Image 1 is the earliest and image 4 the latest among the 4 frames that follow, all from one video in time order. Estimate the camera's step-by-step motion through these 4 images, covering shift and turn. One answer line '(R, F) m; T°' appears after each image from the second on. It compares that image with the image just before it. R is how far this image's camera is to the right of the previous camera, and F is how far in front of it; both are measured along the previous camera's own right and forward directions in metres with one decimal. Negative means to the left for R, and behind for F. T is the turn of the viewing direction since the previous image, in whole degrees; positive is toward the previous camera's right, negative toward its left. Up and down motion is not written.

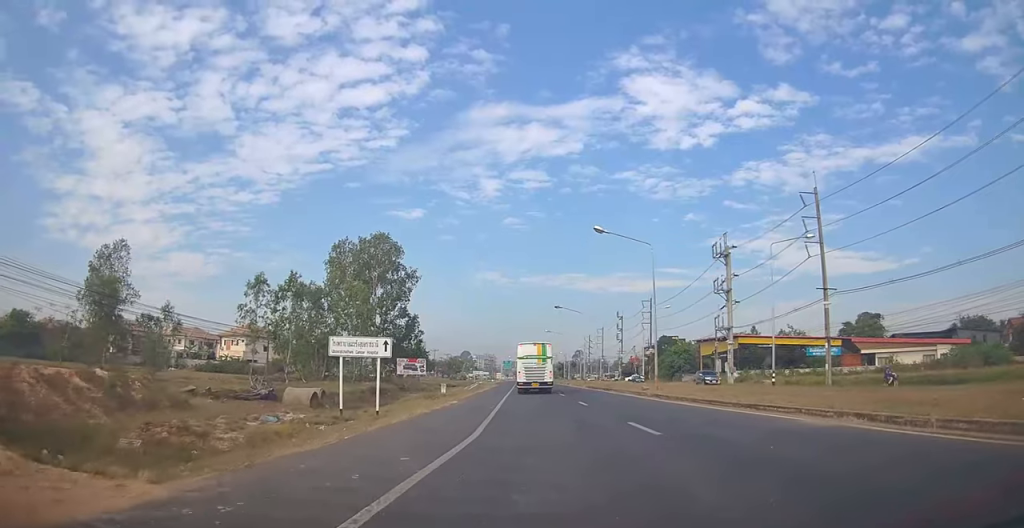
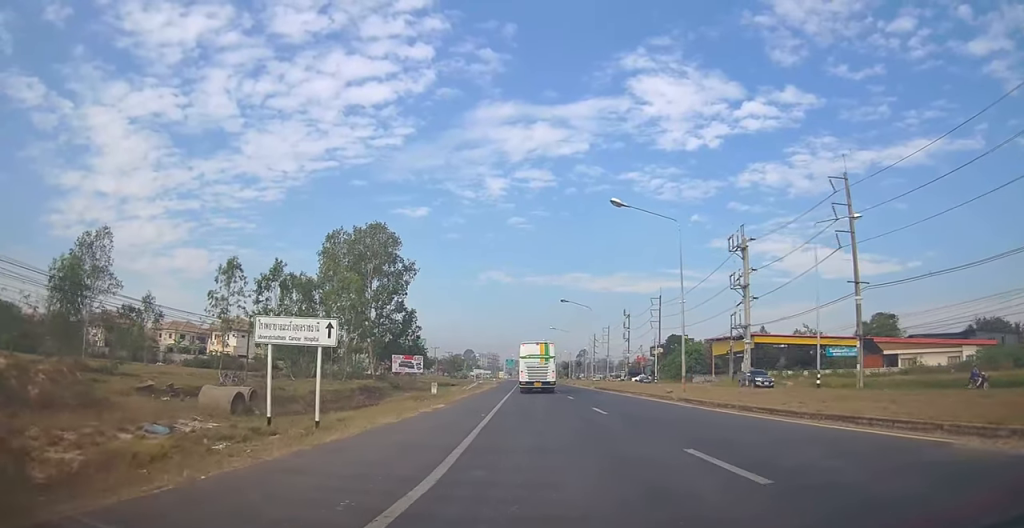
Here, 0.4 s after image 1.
(0.0, +5.7) m; 0°
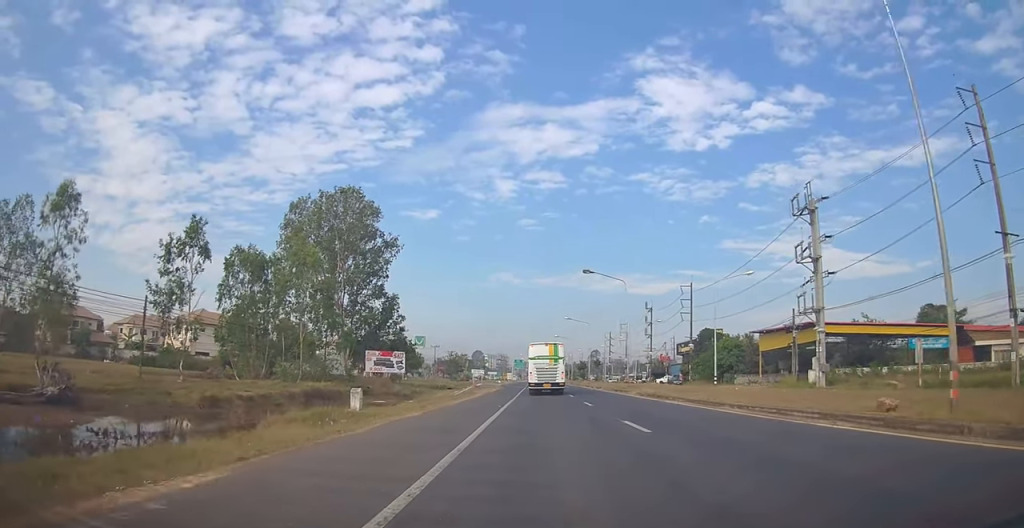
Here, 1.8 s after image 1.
(0.0, +19.2) m; -1°
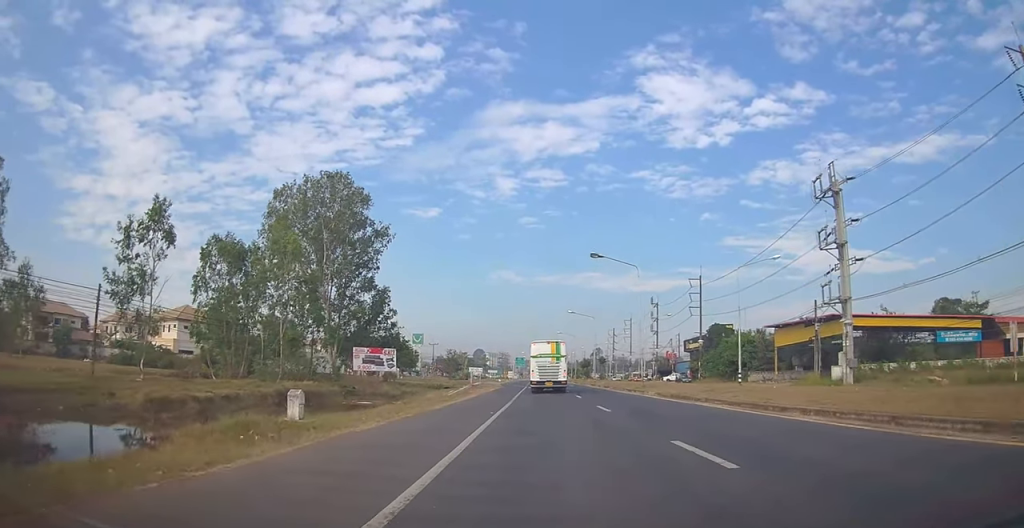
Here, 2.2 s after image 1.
(0.0, +5.6) m; -1°
